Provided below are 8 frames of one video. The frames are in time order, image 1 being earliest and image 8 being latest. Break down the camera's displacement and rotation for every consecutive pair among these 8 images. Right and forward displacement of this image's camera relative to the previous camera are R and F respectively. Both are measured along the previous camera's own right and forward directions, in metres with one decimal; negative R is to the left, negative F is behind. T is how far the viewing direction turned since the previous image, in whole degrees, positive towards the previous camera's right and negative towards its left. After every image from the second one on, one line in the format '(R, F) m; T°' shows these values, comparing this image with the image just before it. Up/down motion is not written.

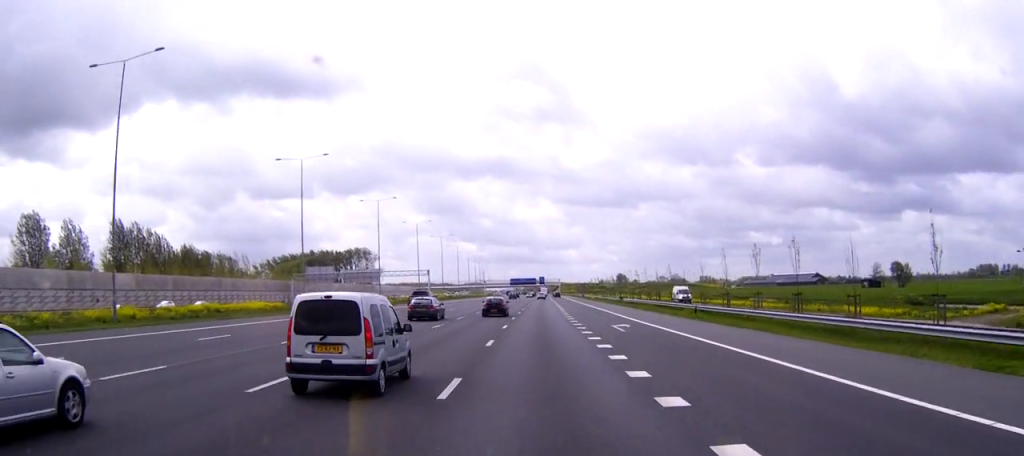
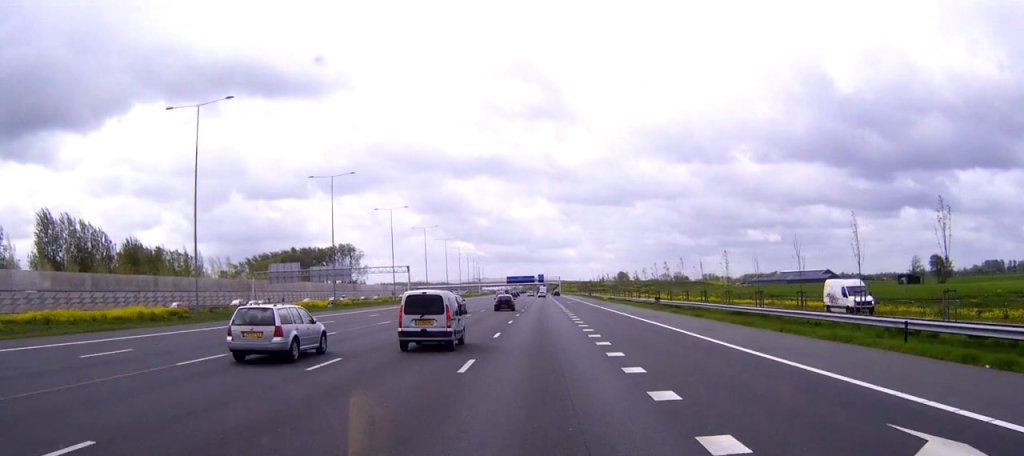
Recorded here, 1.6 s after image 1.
(0.0, +31.5) m; 0°
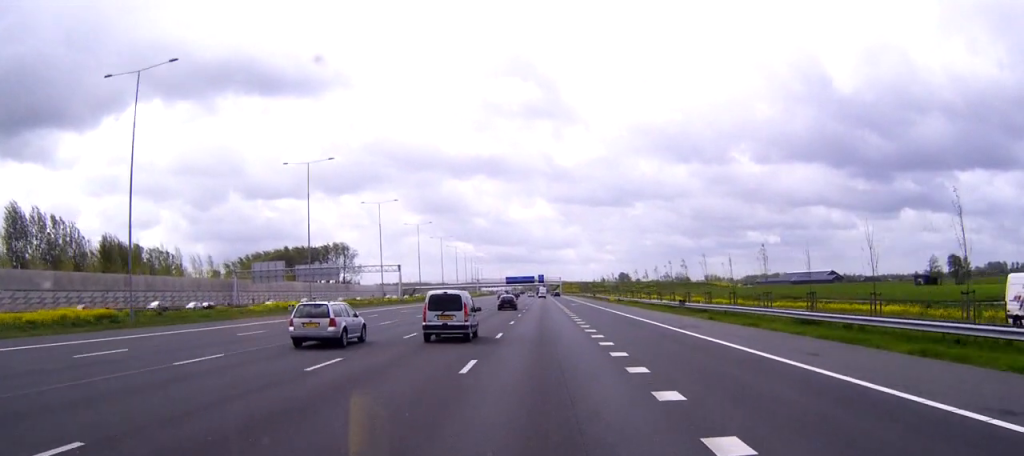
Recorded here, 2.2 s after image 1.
(0.0, +12.1) m; 0°
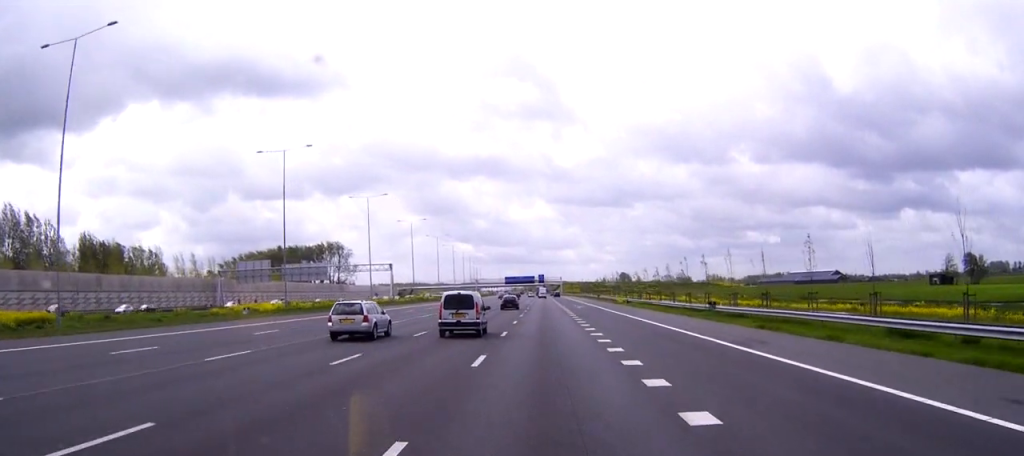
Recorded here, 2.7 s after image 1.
(0.0, +10.1) m; 0°
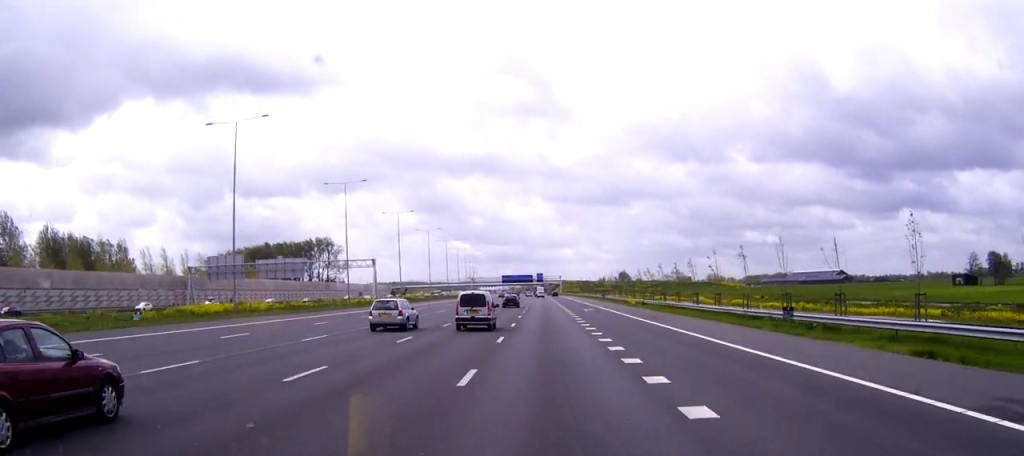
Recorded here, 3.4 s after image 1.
(0.0, +15.4) m; 0°
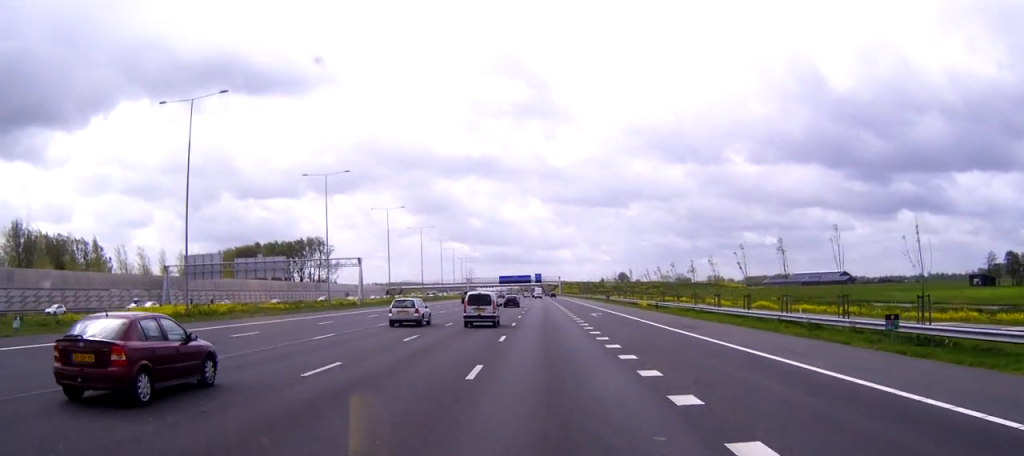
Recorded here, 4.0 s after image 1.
(0.0, +10.7) m; 0°
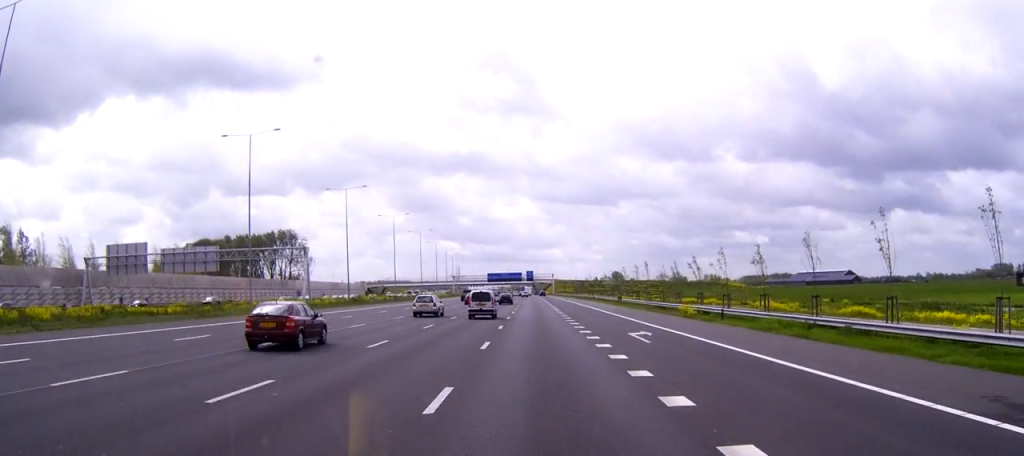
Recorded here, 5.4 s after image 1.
(+0.1, +28.2) m; 0°
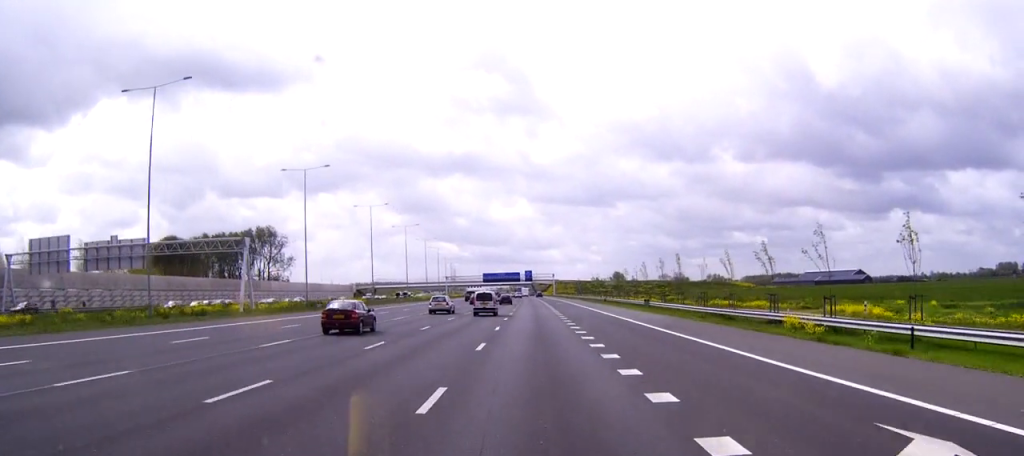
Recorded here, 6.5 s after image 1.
(+0.1, +23.7) m; 0°
